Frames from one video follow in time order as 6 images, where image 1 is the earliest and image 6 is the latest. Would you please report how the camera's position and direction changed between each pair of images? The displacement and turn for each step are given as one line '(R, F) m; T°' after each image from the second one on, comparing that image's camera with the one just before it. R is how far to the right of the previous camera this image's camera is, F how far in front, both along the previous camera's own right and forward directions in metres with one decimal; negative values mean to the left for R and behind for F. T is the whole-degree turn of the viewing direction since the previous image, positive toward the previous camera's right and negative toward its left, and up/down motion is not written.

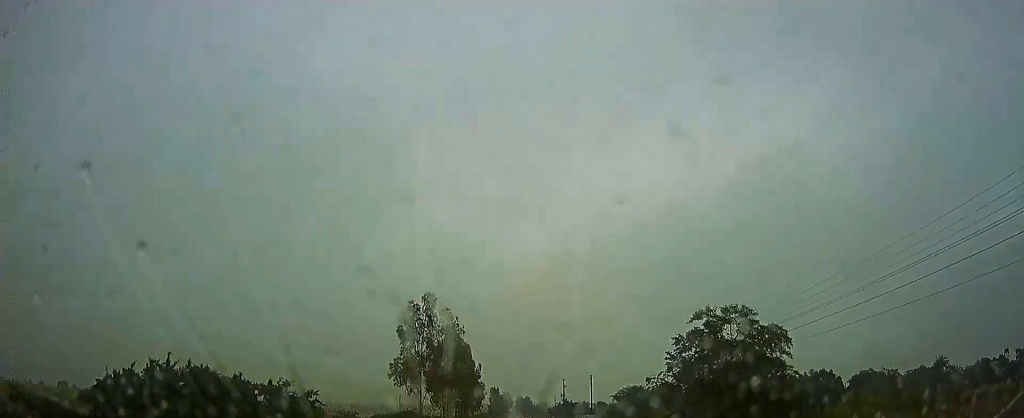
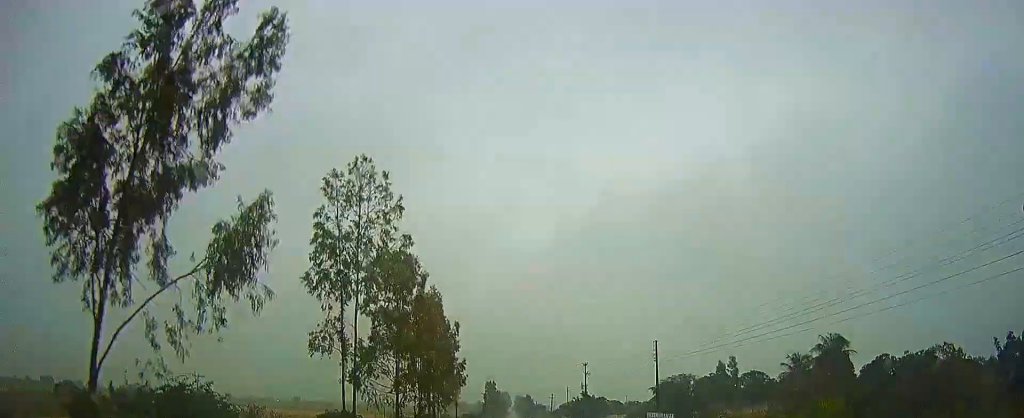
(0.0, +34.5) m; 0°
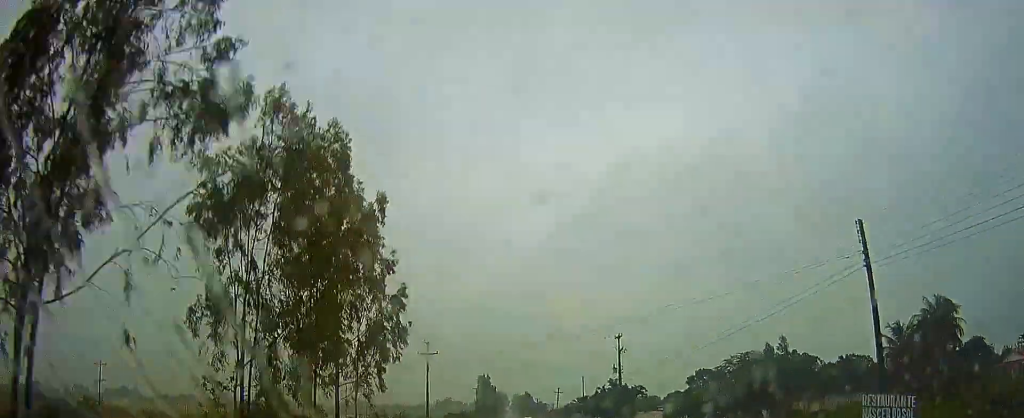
(0.0, +27.0) m; 0°
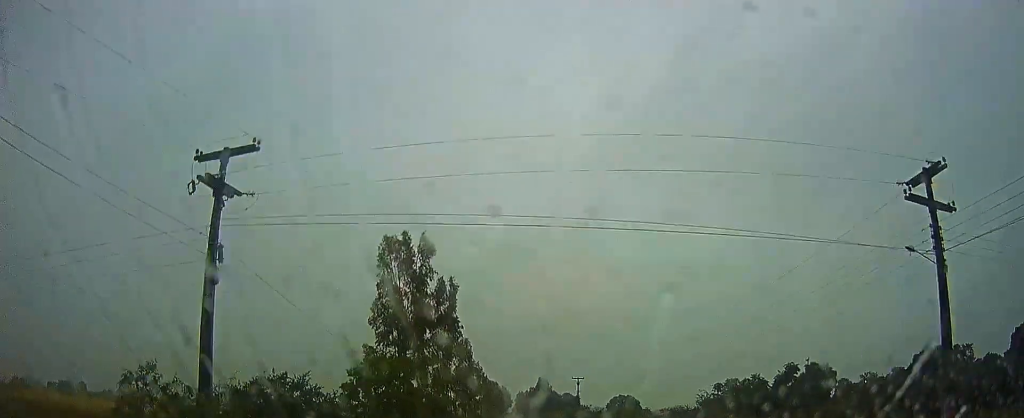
(-0.5, +116.3) m; 0°
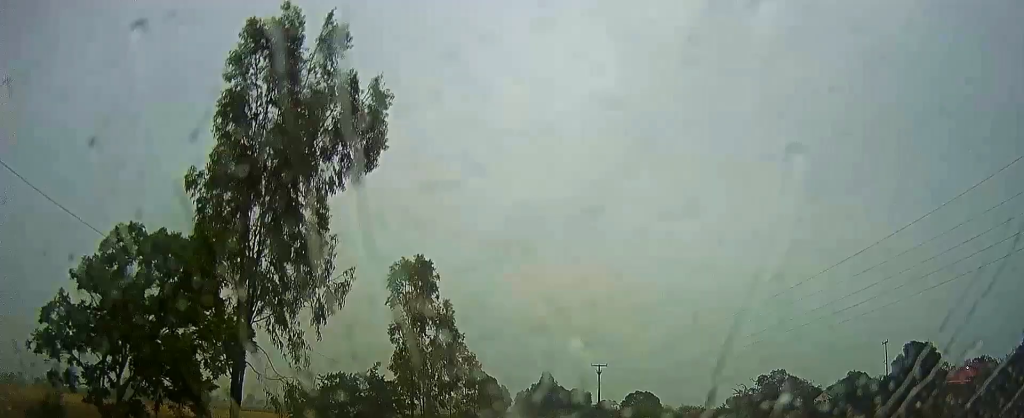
(0.0, +21.2) m; 0°
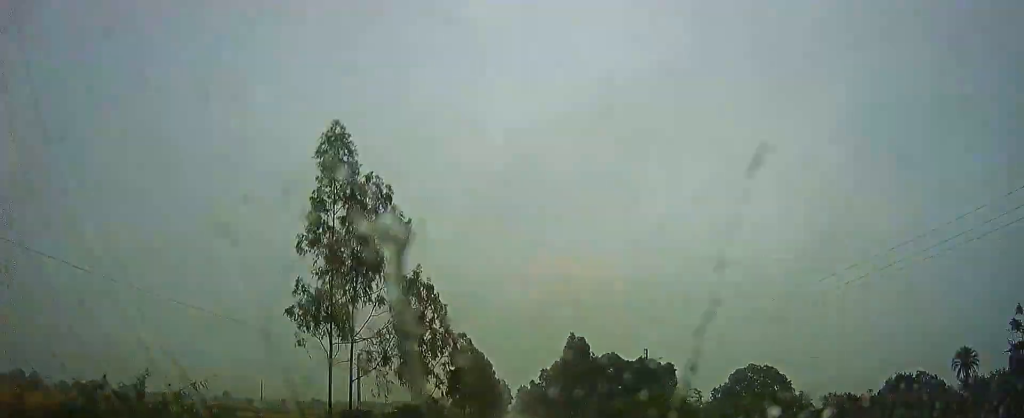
(0.0, +65.7) m; 0°
